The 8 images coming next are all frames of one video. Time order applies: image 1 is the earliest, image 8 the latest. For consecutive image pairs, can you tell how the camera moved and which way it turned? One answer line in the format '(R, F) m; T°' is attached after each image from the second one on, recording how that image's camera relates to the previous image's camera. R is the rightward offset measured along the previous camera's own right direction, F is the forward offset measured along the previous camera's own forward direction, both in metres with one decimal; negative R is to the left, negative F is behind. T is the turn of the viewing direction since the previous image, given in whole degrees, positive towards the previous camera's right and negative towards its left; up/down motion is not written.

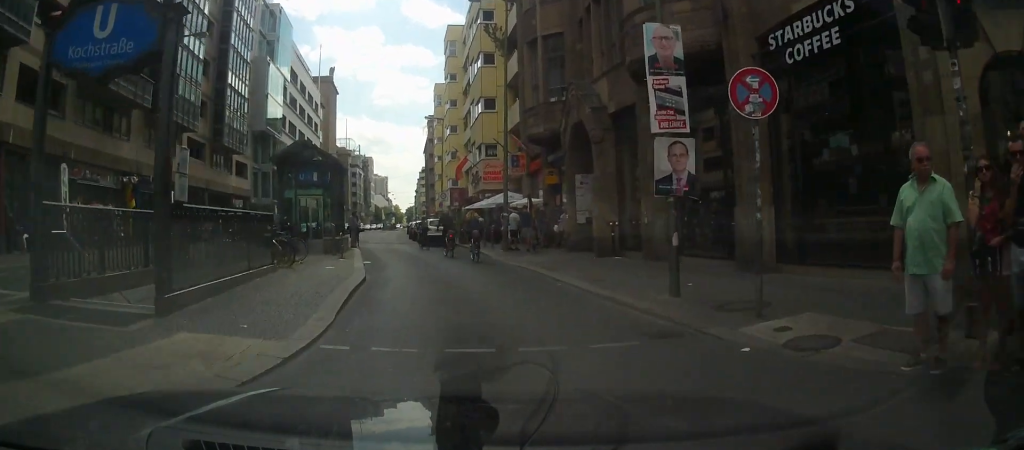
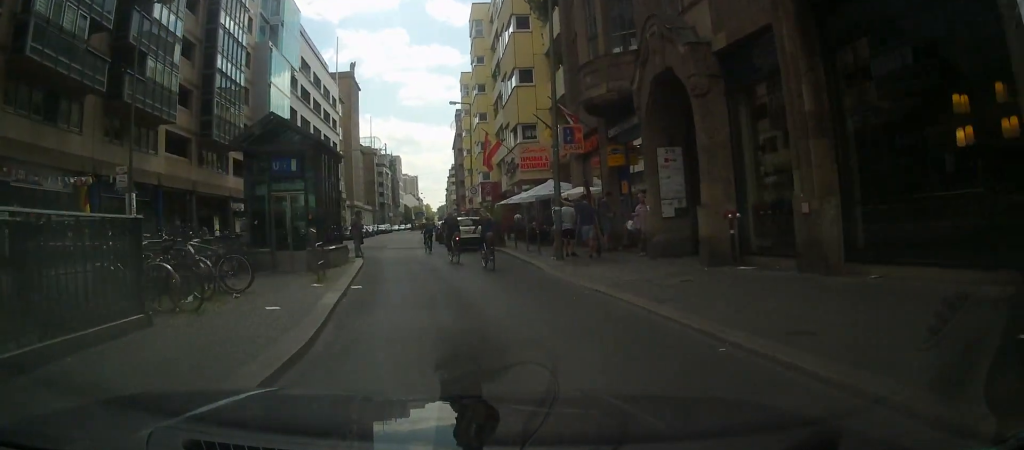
(0.0, +5.4) m; -2°
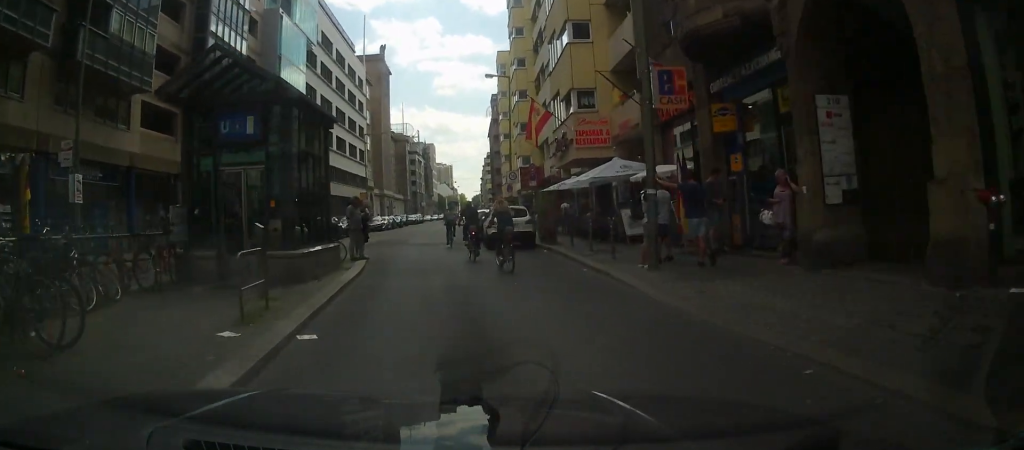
(-0.1, +5.1) m; -2°
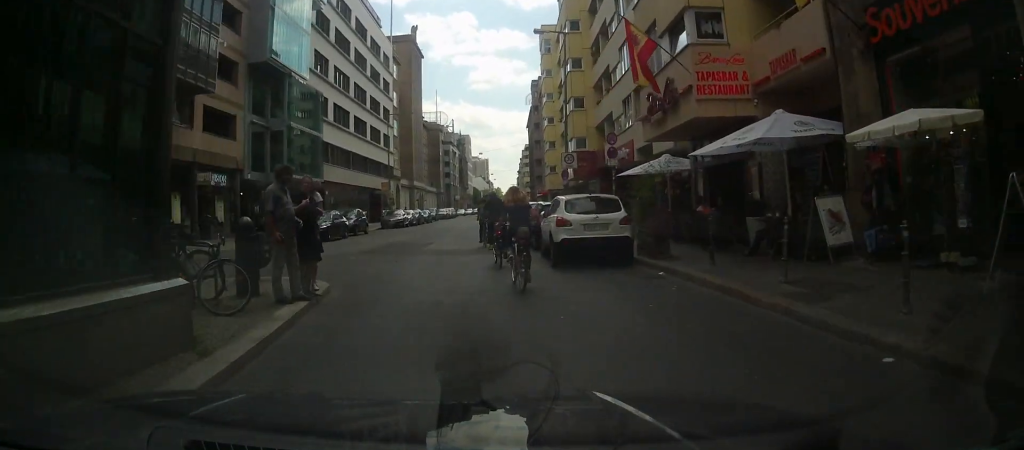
(-0.2, +8.4) m; -3°
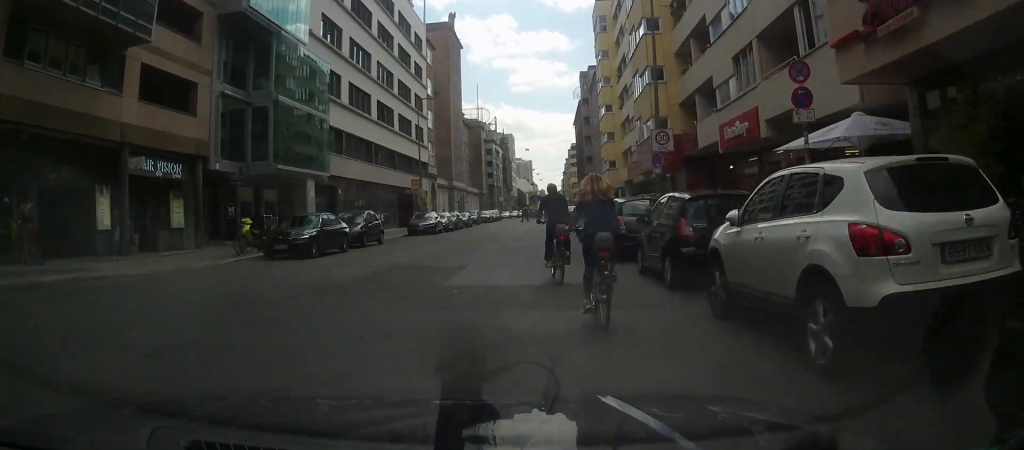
(-0.3, +8.6) m; -3°
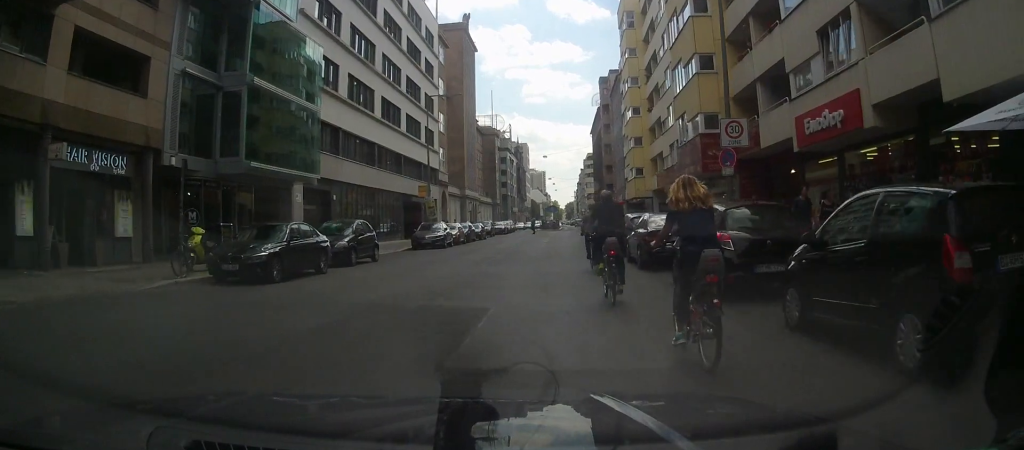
(0.0, +4.4) m; 0°
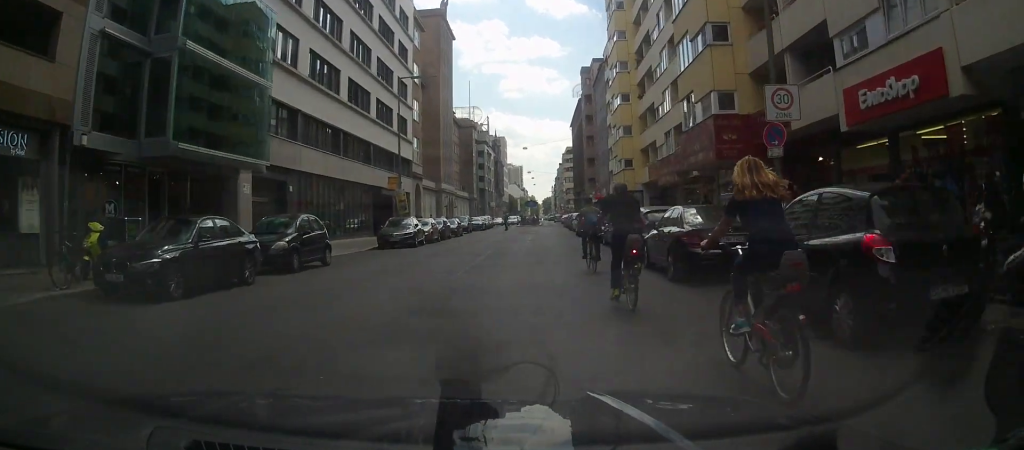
(0.0, +3.6) m; +1°
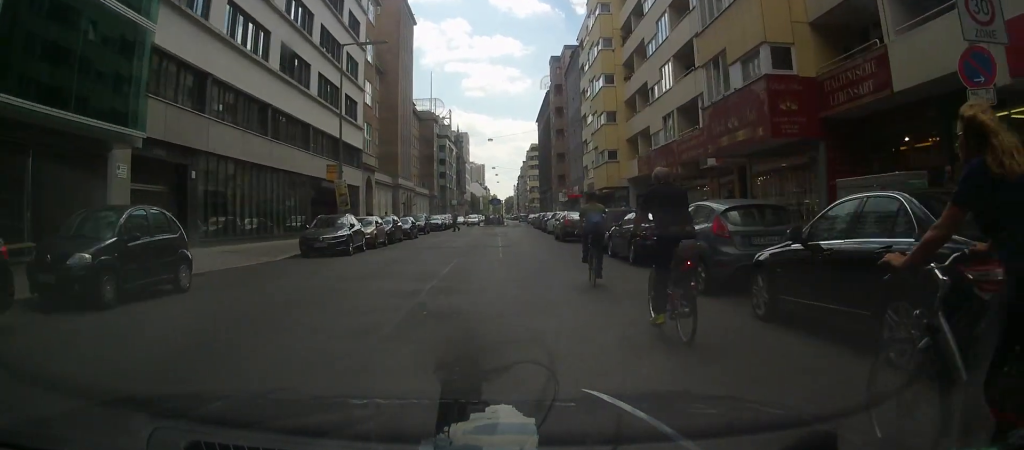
(+0.1, +6.0) m; +1°
